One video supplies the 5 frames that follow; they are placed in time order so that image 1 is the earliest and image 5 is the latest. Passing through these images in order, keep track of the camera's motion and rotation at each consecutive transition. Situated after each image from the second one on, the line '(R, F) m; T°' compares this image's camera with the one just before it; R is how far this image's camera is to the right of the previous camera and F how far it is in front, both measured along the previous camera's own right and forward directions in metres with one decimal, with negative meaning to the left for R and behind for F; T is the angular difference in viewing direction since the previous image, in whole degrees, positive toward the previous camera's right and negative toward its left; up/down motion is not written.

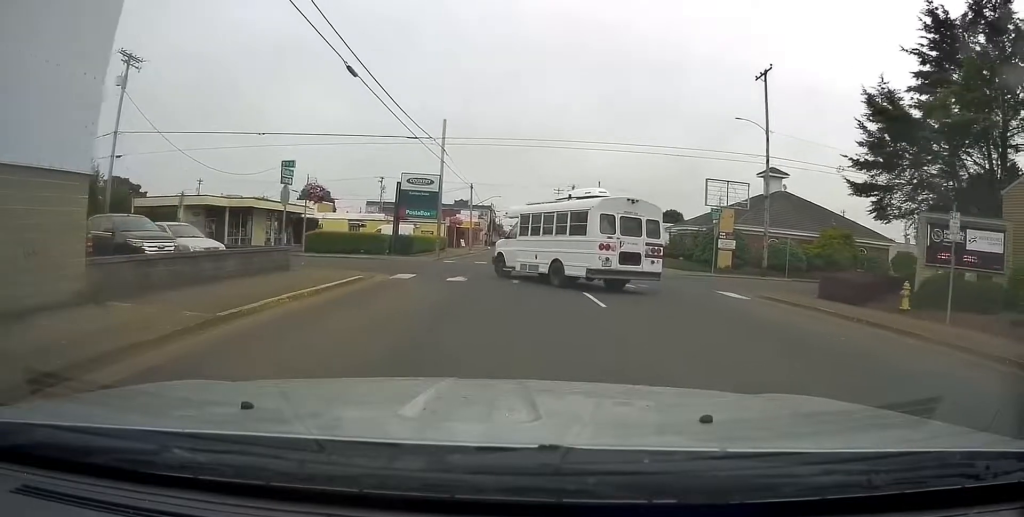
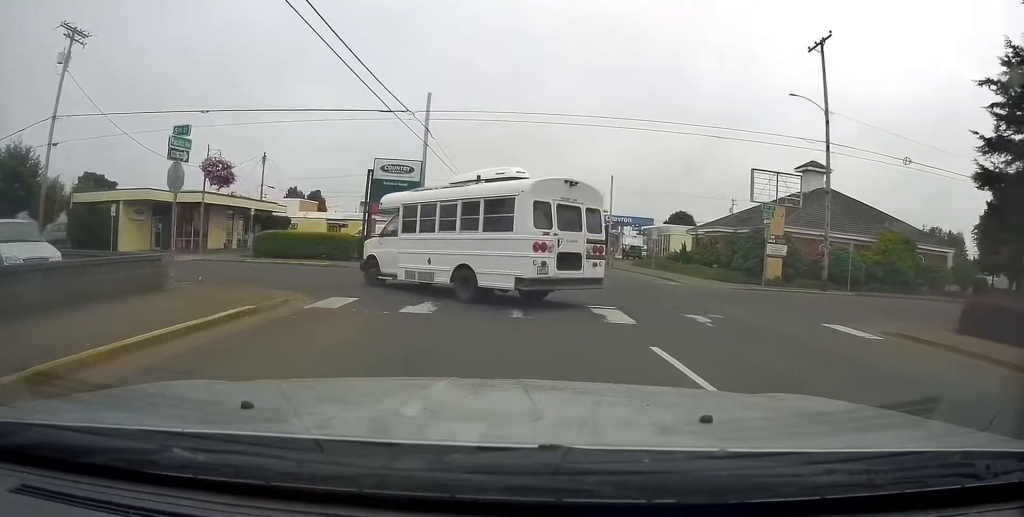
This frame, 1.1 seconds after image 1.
(+1.3, +9.5) m; +1°
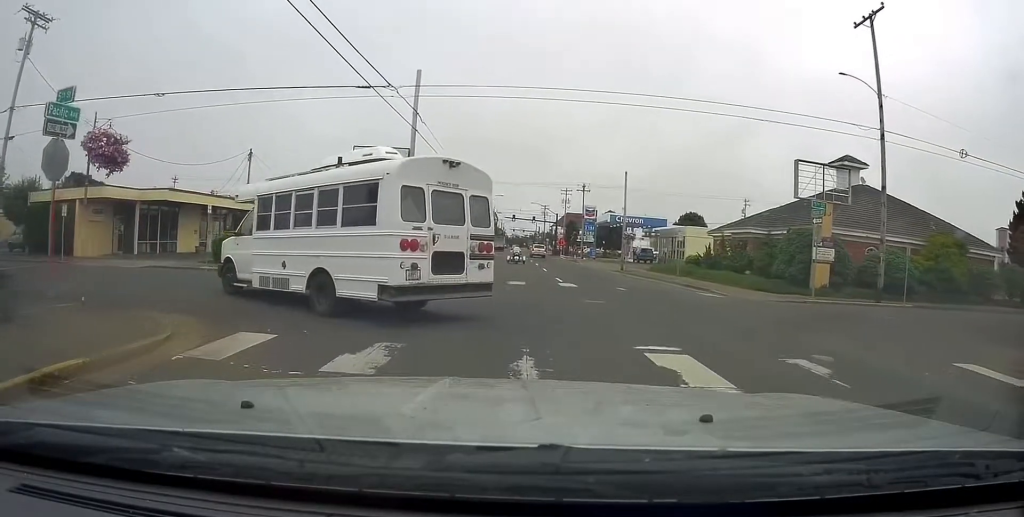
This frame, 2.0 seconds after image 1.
(-1.2, +5.8) m; -1°
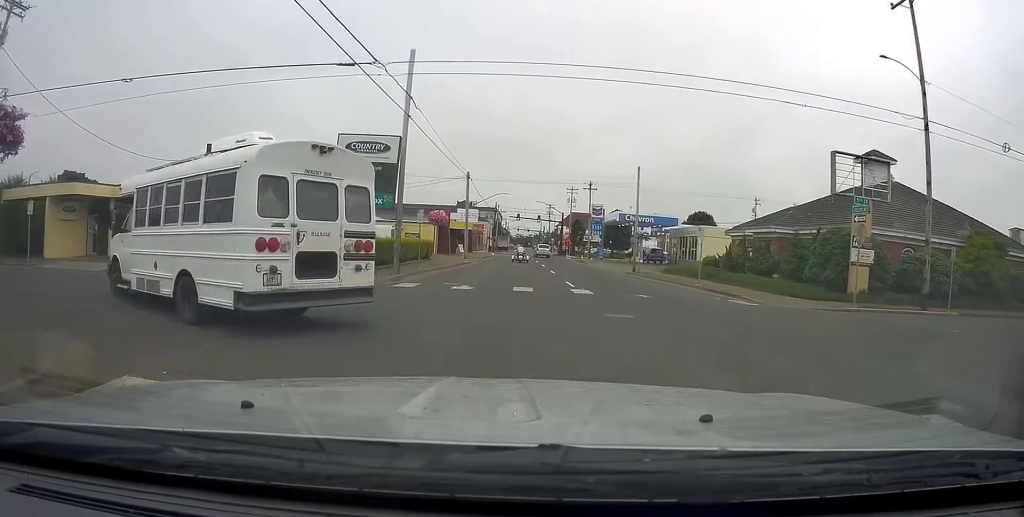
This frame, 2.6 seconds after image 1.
(+0.6, +3.7) m; +4°
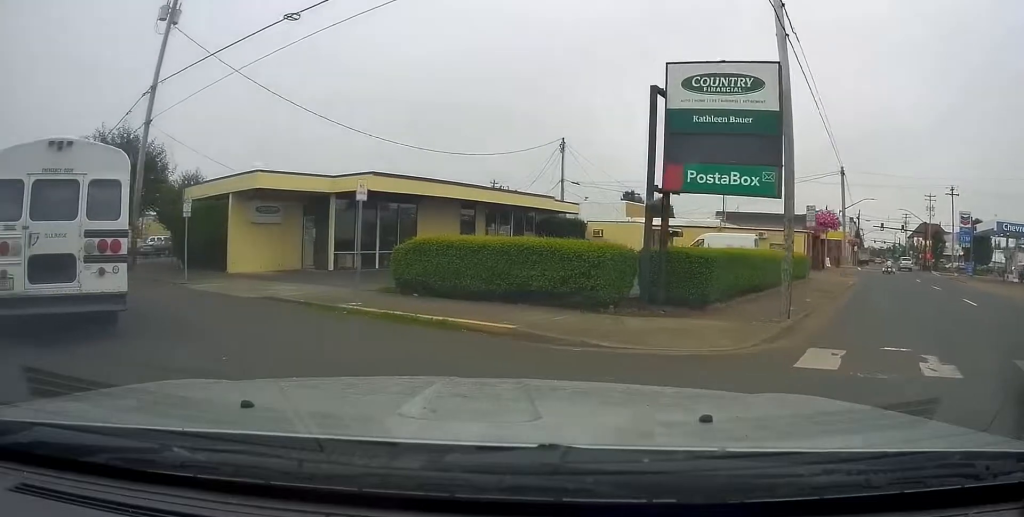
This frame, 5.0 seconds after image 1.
(-0.1, +12.5) m; -15°
